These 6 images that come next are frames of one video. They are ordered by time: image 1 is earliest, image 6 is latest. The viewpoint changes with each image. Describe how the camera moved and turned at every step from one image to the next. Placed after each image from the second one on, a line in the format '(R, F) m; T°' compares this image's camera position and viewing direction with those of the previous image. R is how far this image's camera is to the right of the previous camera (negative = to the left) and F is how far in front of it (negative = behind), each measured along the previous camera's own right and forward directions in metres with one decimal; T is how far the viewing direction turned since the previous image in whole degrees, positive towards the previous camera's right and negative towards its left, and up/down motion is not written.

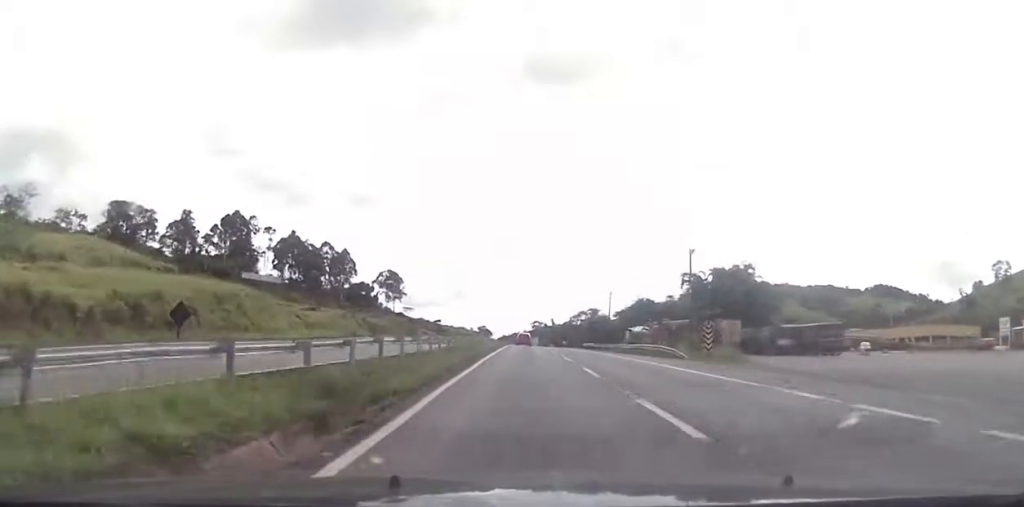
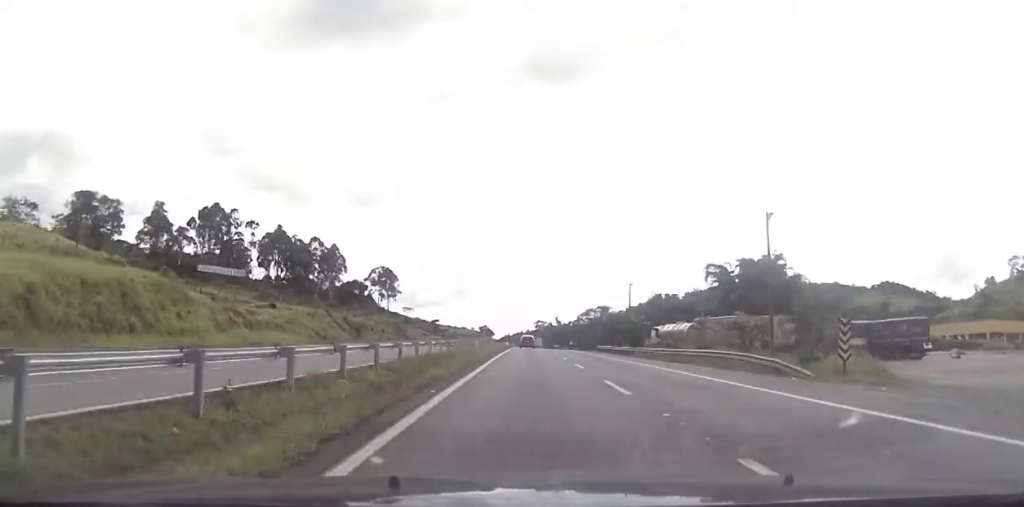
(-0.1, +17.4) m; 0°
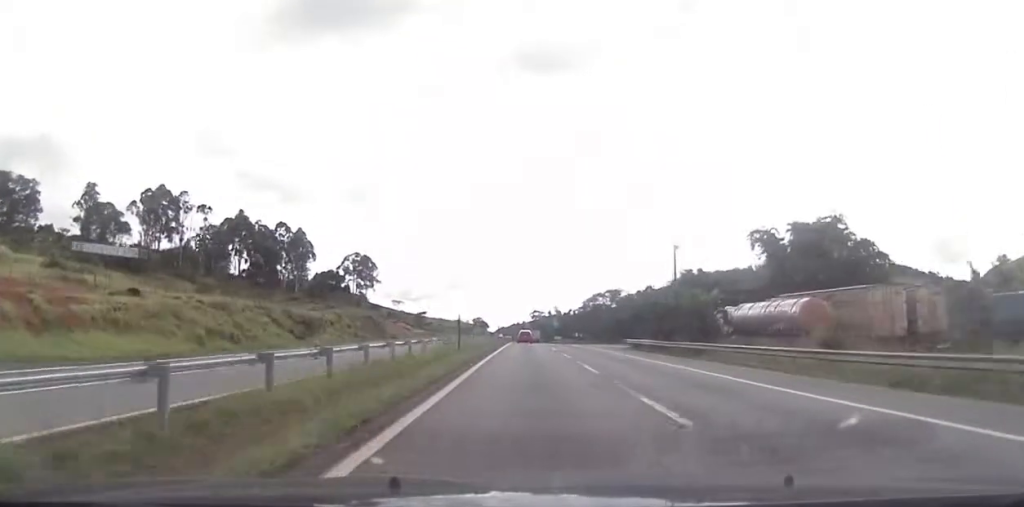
(0.0, +28.8) m; 0°
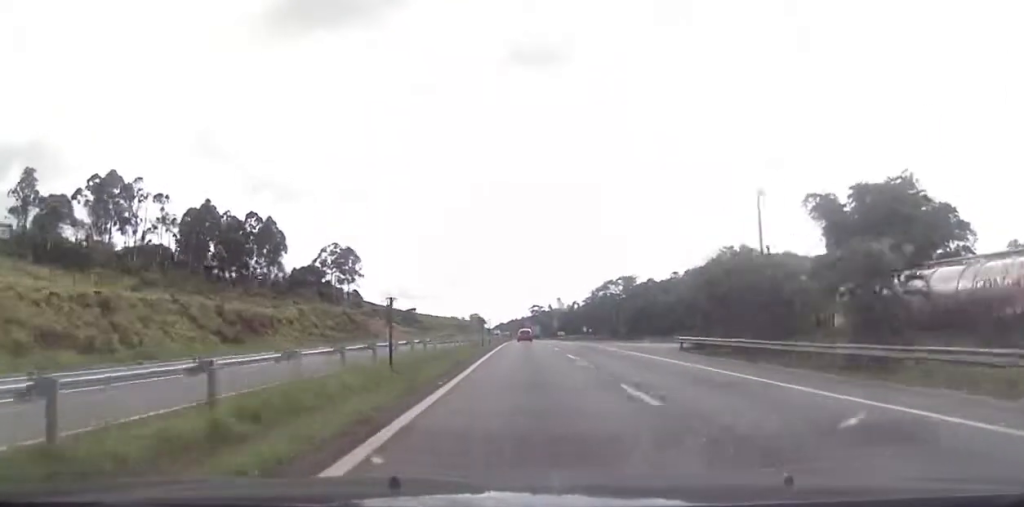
(0.0, +22.2) m; 0°
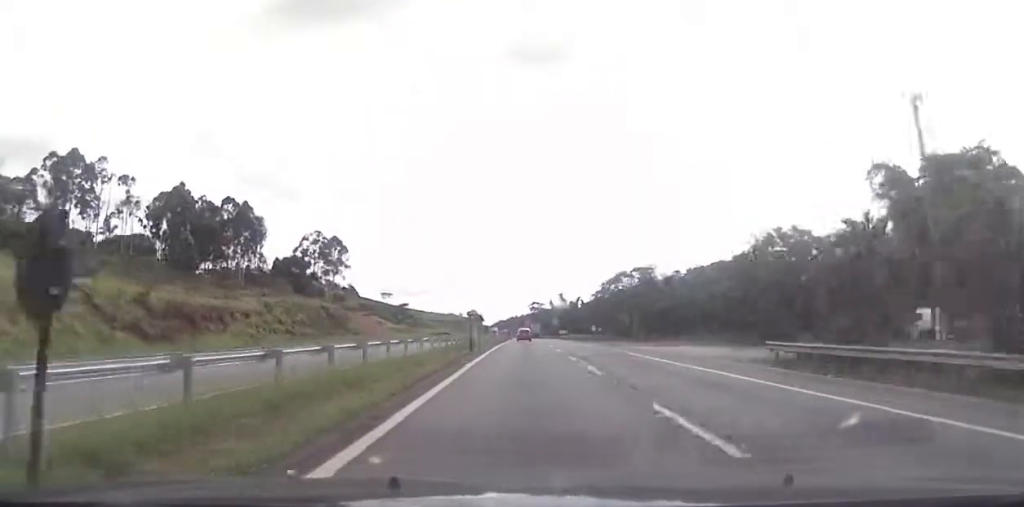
(0.0, +16.4) m; 0°
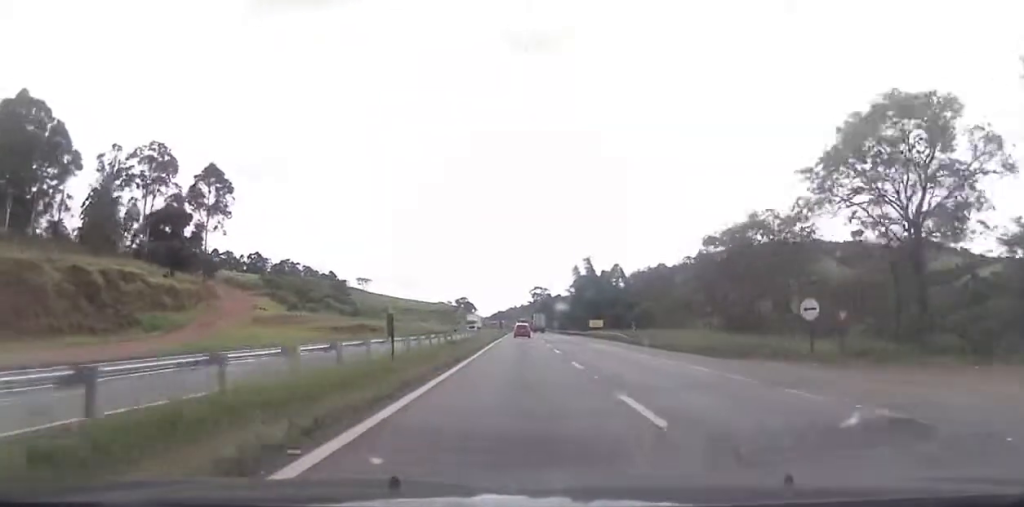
(+1.4, +81.5) m; +1°
